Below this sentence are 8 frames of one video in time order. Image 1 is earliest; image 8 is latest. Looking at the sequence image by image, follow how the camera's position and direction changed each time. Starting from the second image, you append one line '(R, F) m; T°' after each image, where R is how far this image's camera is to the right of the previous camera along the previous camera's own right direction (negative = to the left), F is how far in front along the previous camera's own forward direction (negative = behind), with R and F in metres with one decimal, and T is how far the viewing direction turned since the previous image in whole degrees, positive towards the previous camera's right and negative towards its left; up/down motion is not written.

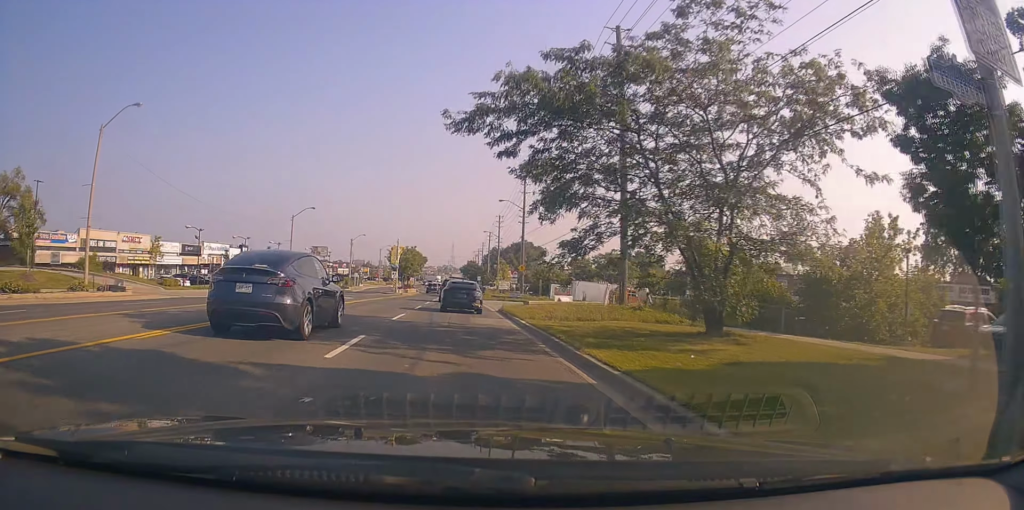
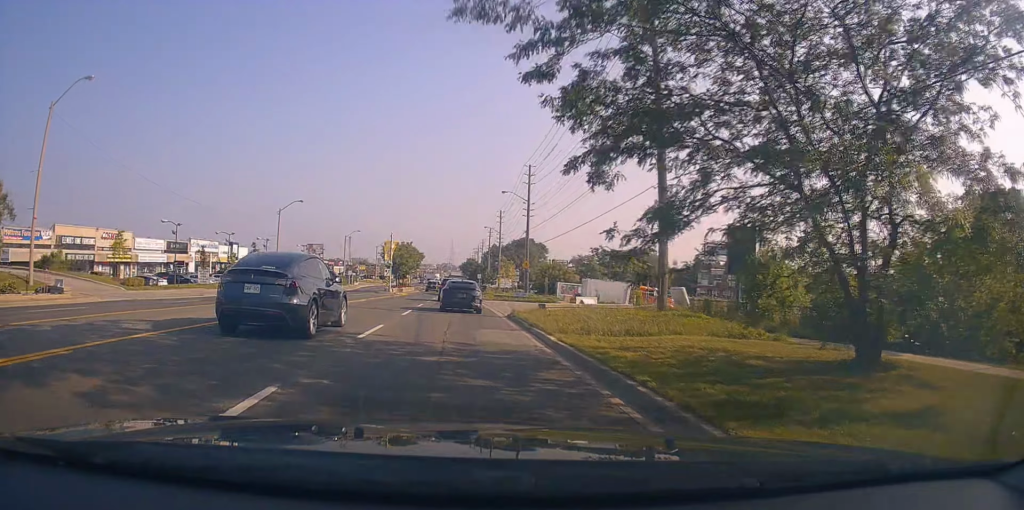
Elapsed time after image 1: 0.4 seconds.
(-0.1, +5.8) m; -1°
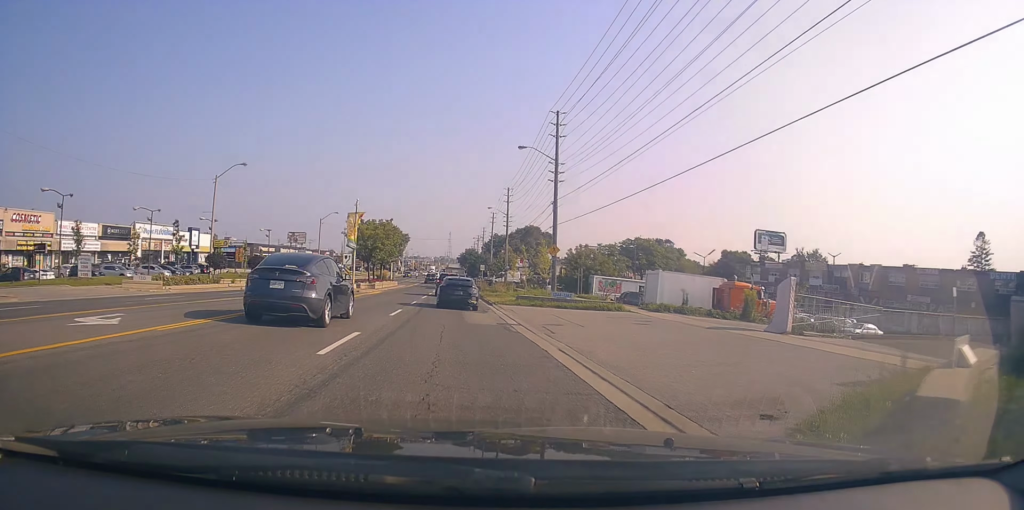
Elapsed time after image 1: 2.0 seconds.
(-1.1, +21.1) m; 0°
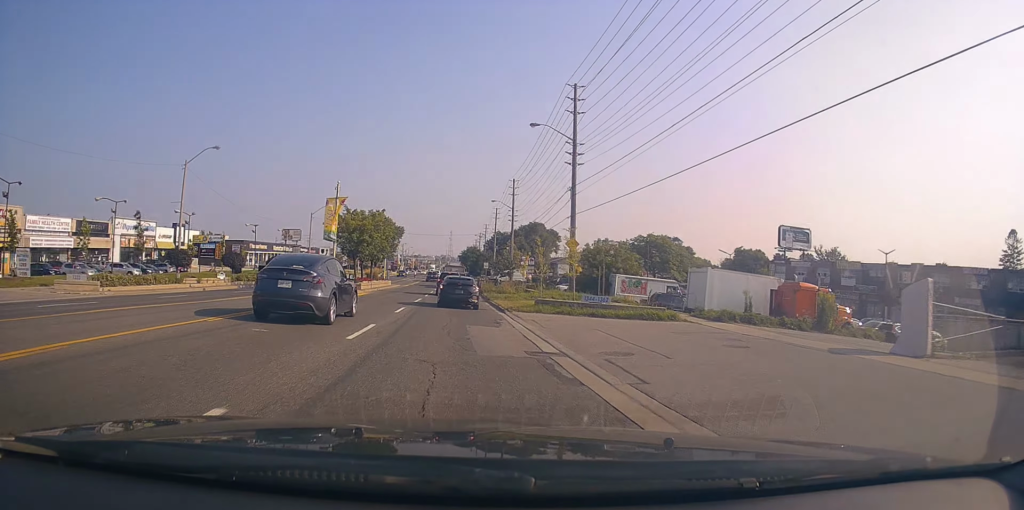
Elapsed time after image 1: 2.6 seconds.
(+0.3, +7.2) m; +1°
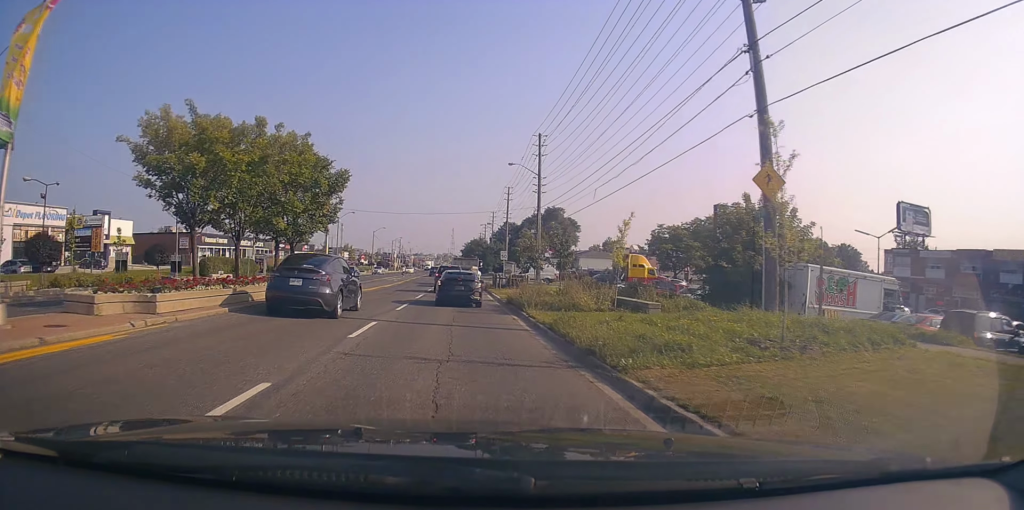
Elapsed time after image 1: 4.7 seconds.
(-0.8, +26.7) m; -4°
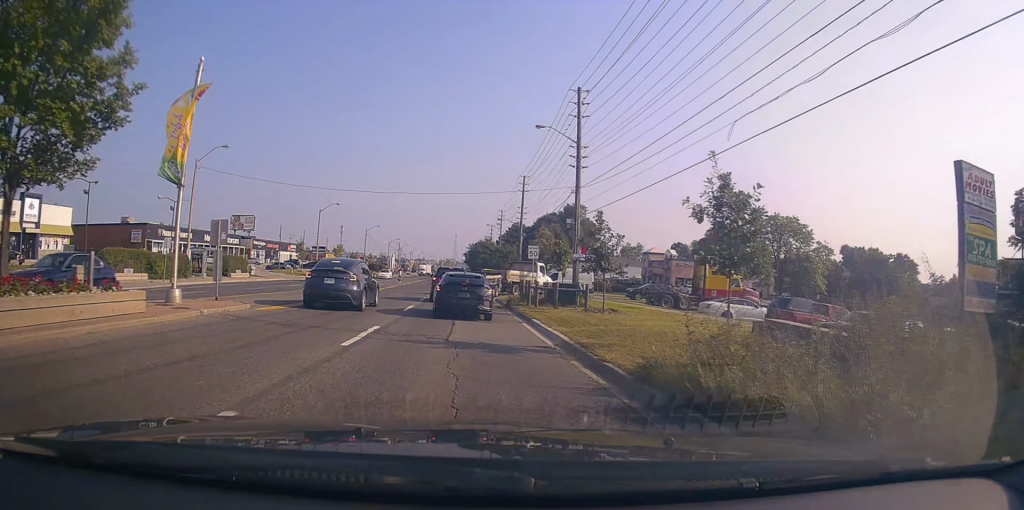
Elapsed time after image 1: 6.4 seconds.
(+0.9, +19.5) m; +3°
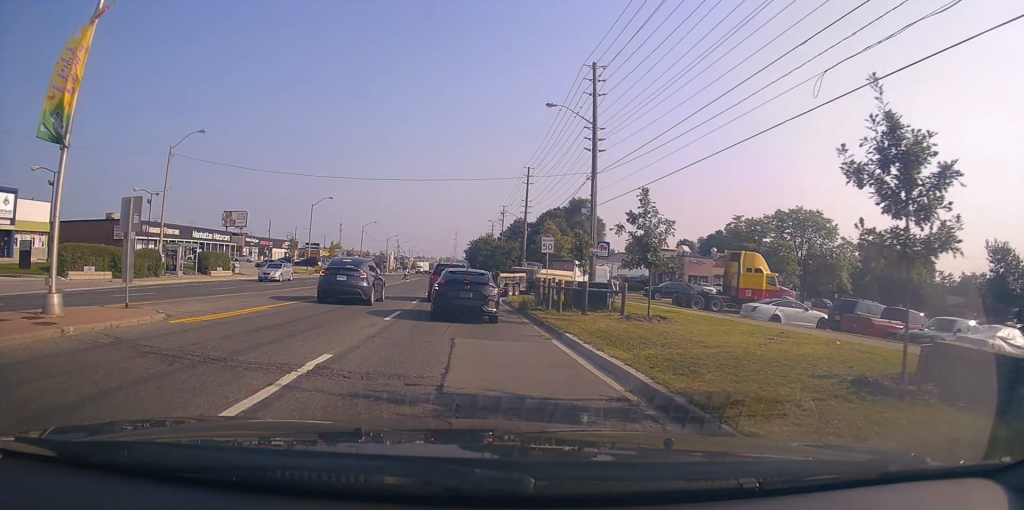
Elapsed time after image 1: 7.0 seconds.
(+0.1, +5.8) m; -2°
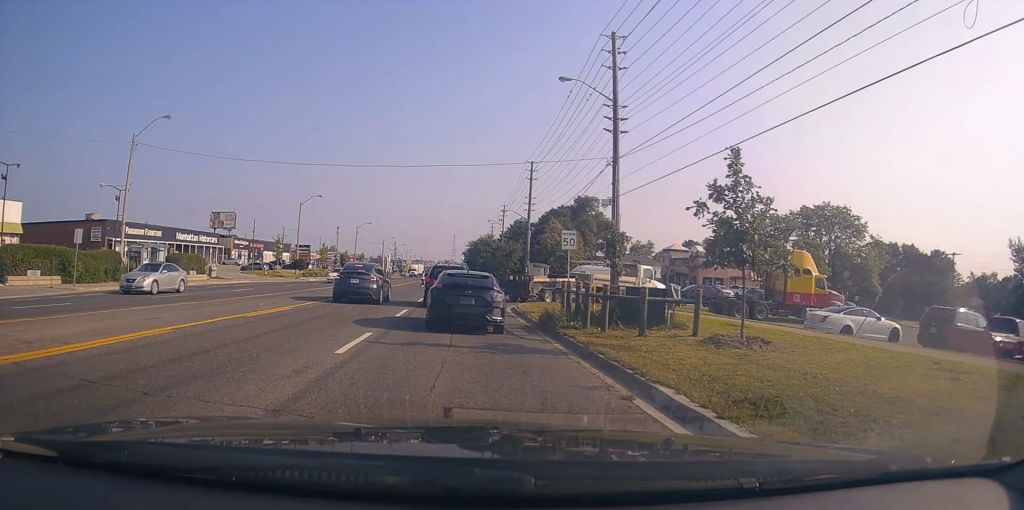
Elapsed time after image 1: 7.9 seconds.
(-0.4, +6.5) m; -2°
